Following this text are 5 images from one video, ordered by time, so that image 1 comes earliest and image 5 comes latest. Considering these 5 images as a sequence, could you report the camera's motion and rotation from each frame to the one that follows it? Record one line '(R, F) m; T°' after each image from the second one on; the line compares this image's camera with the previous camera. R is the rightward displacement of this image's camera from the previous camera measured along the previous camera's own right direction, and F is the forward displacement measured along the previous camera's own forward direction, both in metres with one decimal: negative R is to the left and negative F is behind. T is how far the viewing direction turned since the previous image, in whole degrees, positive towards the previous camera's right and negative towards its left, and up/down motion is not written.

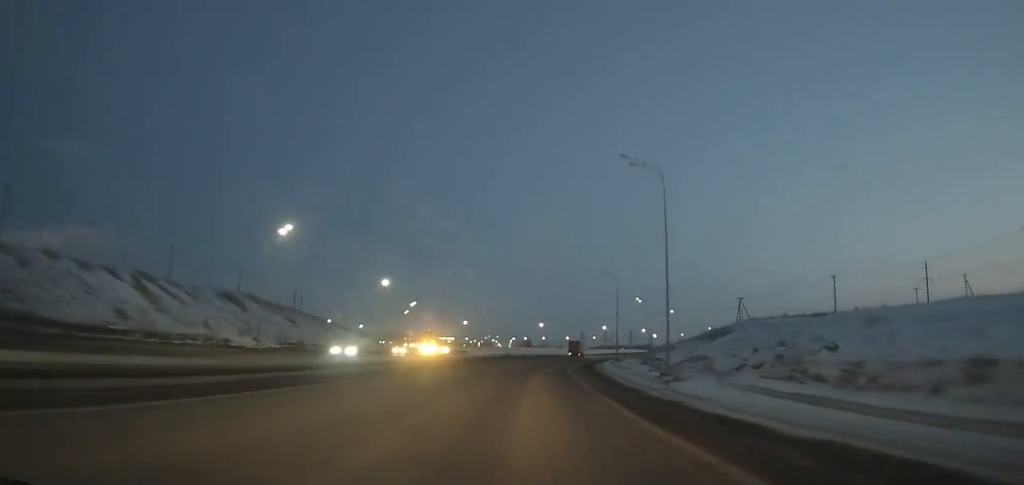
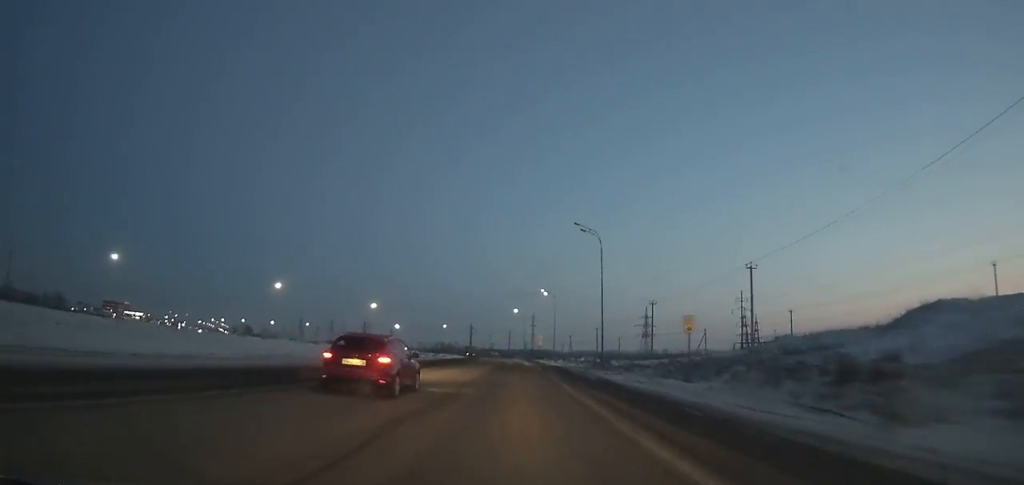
(+36.4, +163.3) m; +20°
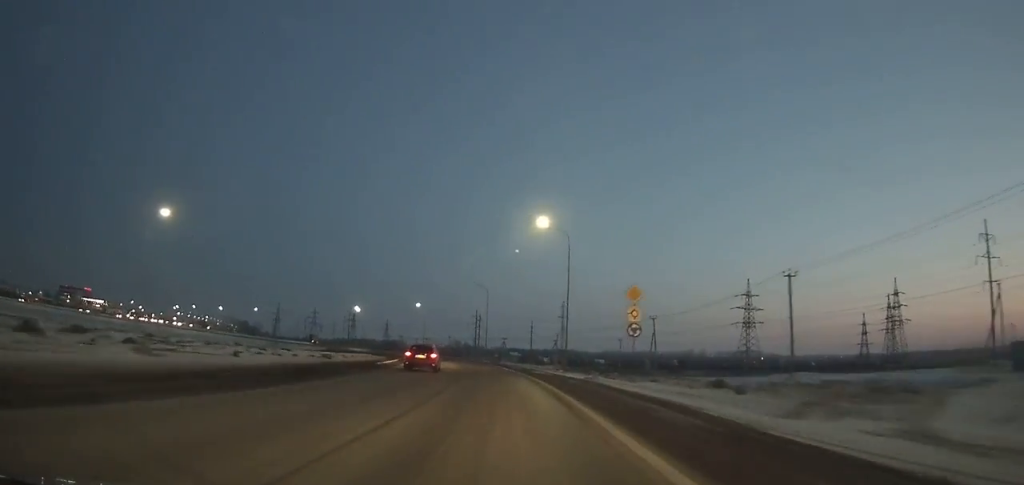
(-1.5, +93.2) m; -6°
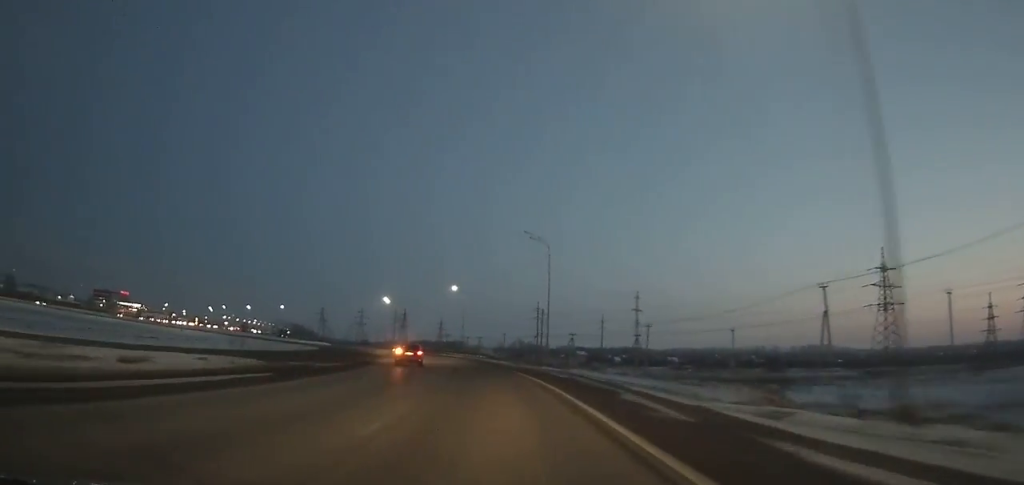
(-2.2, +36.2) m; -7°
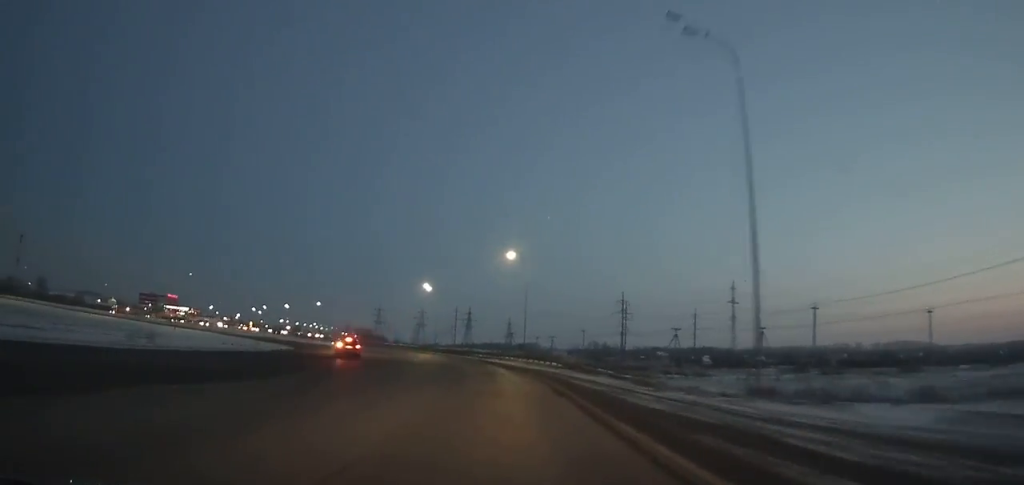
(-2.6, +34.0) m; -8°
